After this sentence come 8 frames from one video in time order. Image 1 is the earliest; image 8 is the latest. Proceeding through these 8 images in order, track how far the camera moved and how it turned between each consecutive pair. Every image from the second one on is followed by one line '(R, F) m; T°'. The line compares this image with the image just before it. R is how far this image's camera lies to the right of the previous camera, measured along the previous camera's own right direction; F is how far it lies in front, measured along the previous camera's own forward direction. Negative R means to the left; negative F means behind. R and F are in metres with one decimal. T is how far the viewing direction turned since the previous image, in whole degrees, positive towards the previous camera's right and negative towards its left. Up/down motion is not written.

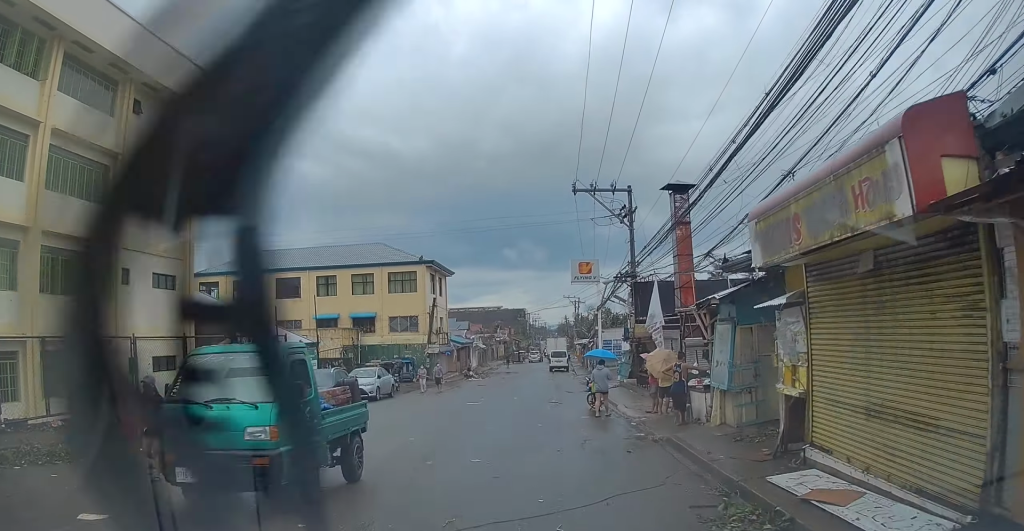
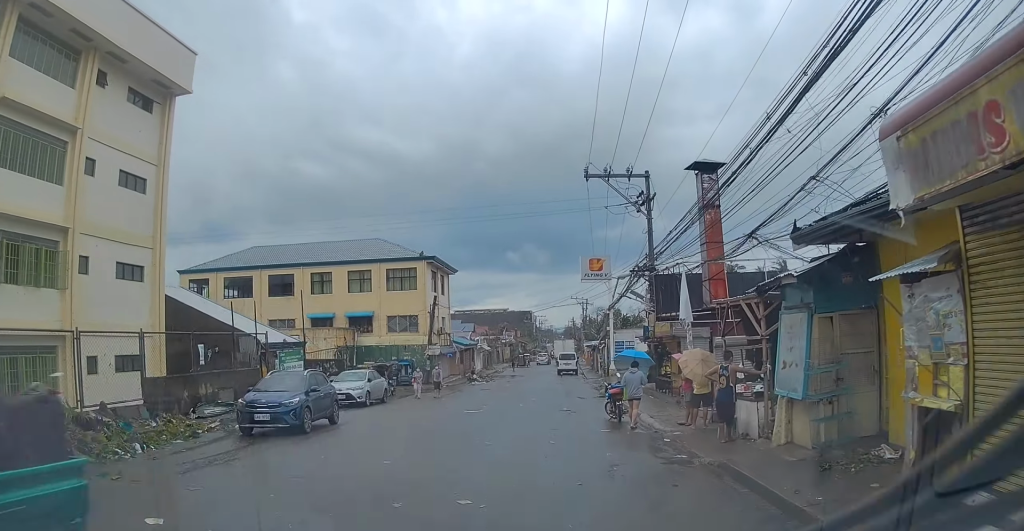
(0.0, +3.0) m; 0°
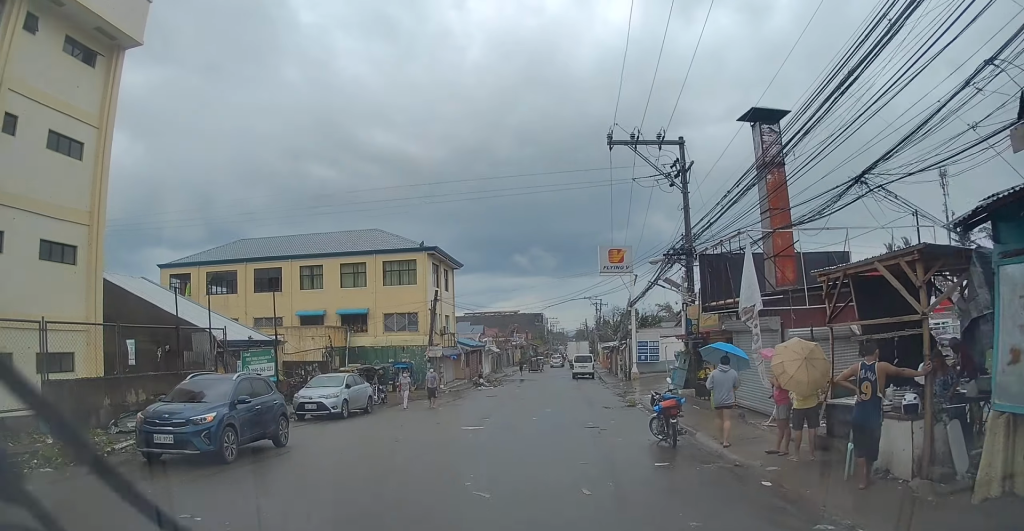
(0.0, +4.9) m; -1°
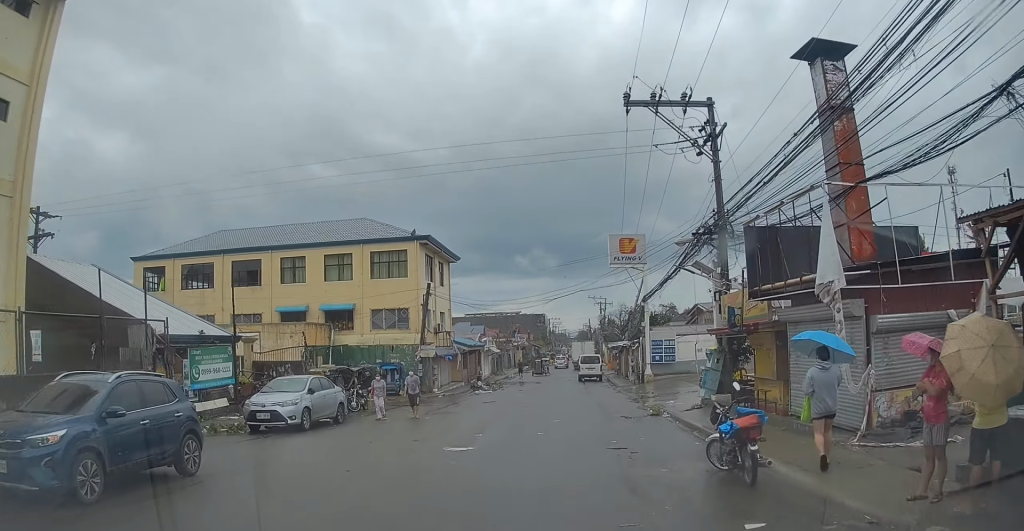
(0.0, +4.0) m; -1°
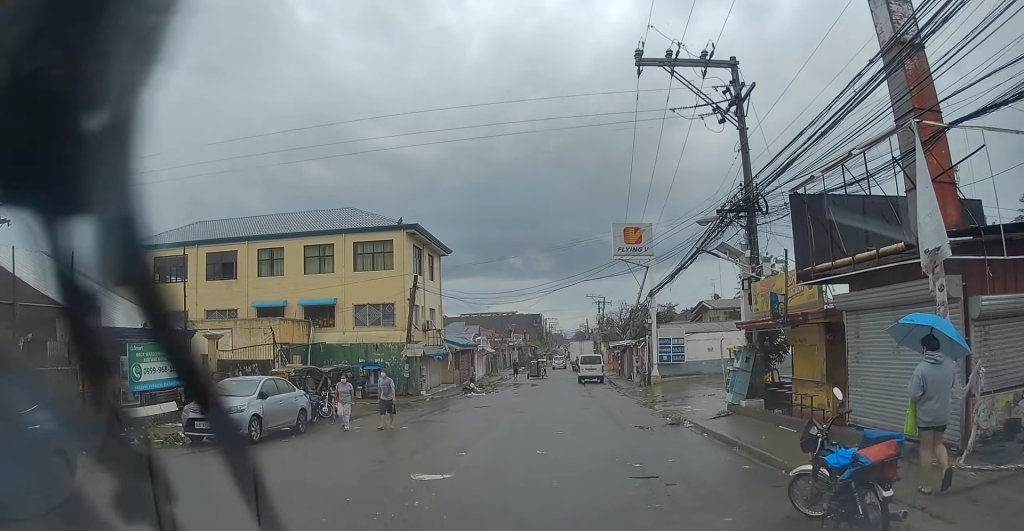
(-0.1, +3.1) m; 0°
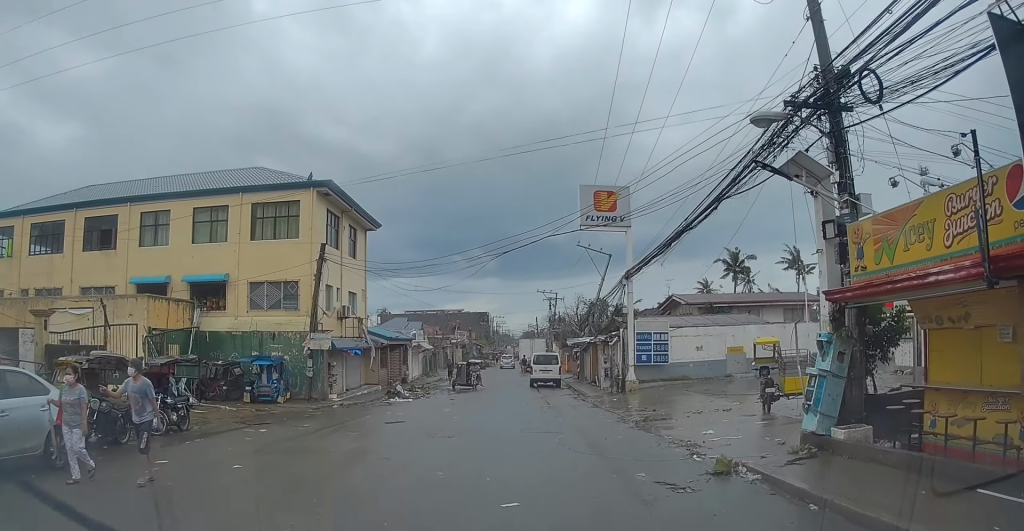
(+0.9, +7.9) m; +10°
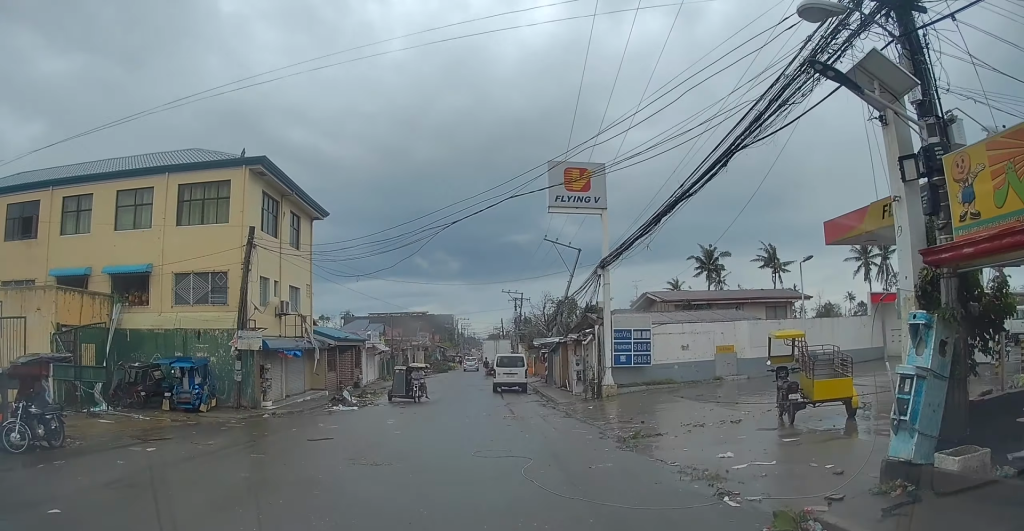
(-0.1, +3.8) m; +1°
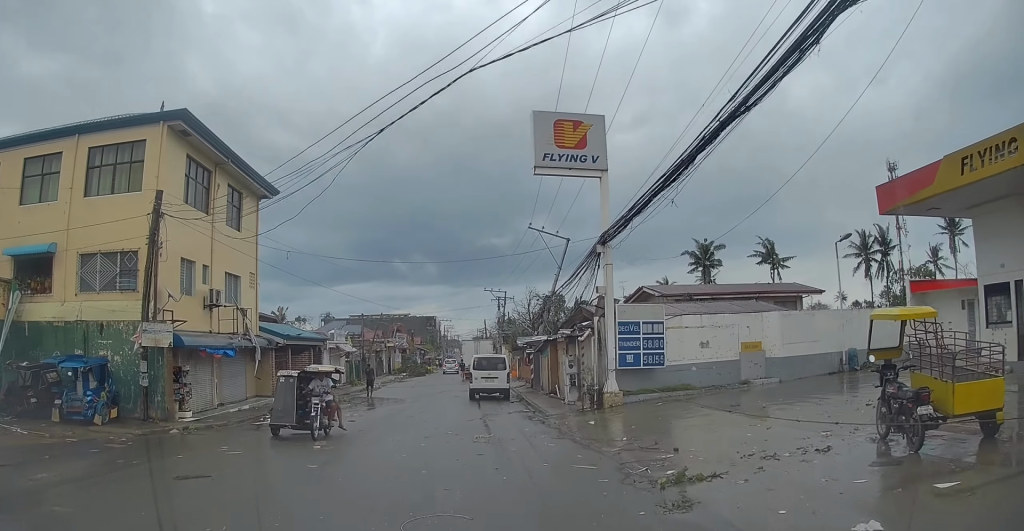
(+0.3, +5.4) m; +9°
